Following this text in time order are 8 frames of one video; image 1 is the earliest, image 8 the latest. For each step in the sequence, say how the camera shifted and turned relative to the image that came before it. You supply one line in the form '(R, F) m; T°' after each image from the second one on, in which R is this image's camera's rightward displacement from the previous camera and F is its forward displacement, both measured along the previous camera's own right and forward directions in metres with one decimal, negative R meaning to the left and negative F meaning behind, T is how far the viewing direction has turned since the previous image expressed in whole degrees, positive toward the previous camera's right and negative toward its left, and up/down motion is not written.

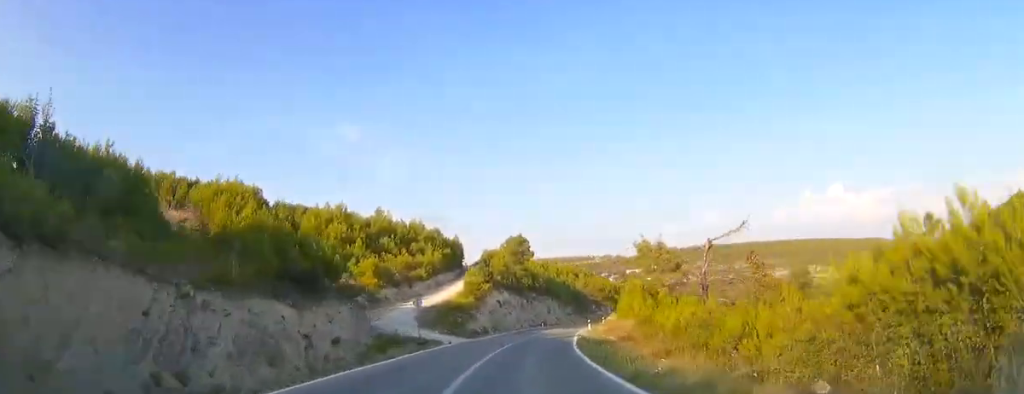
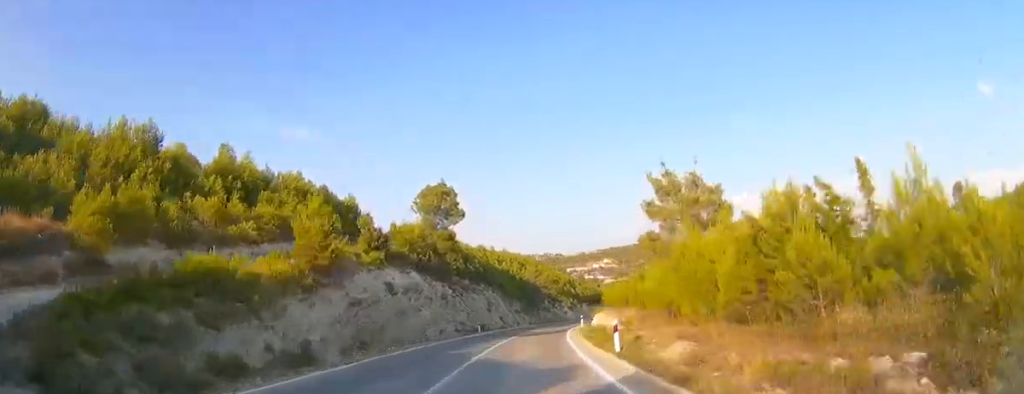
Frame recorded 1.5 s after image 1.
(+0.3, +30.9) m; +4°
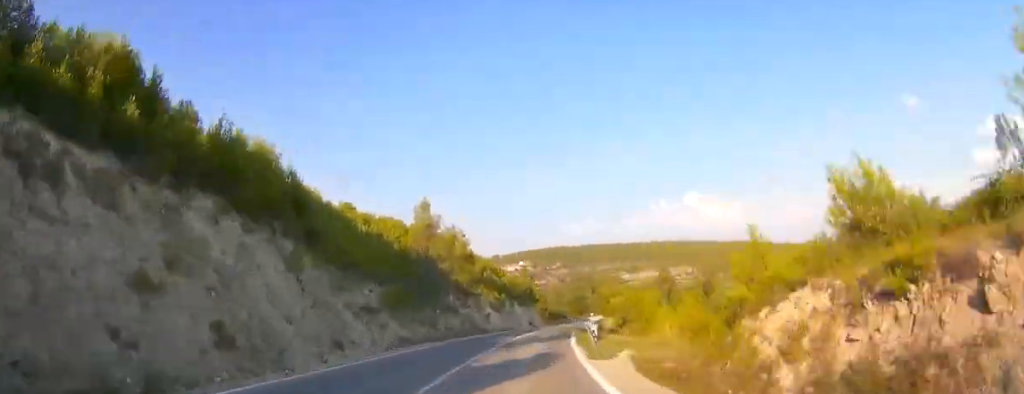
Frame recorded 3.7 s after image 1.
(+3.9, +46.8) m; +9°
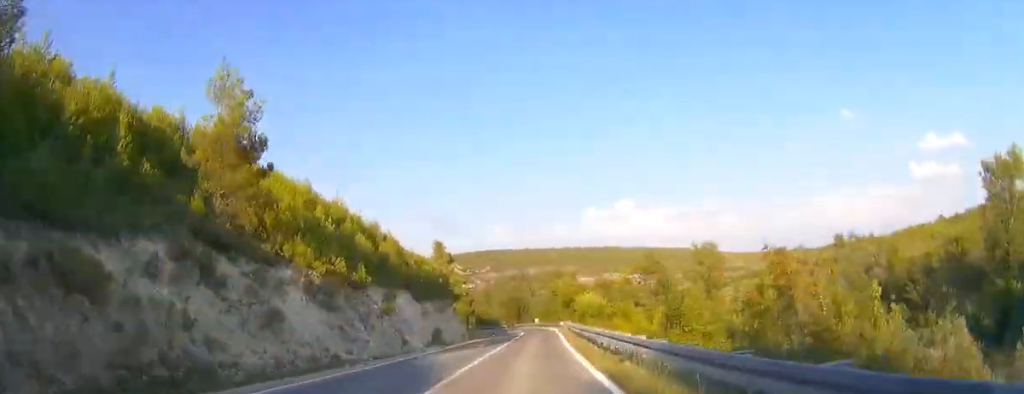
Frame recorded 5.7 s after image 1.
(+2.4, +38.5) m; +7°
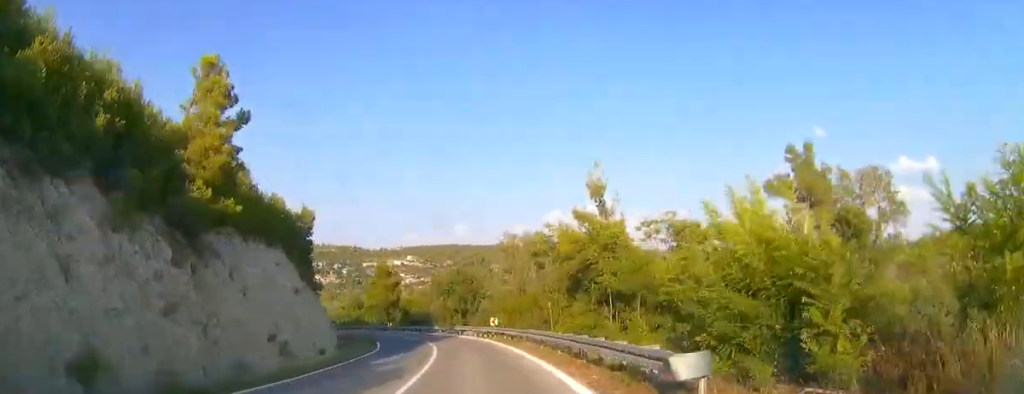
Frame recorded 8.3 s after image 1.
(+3.1, +50.4) m; +2°
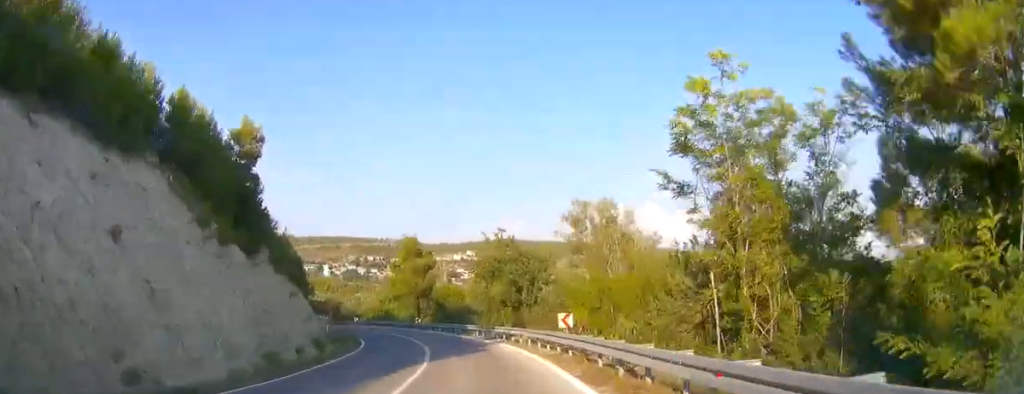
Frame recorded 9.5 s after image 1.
(0.0, +21.8) m; -3°
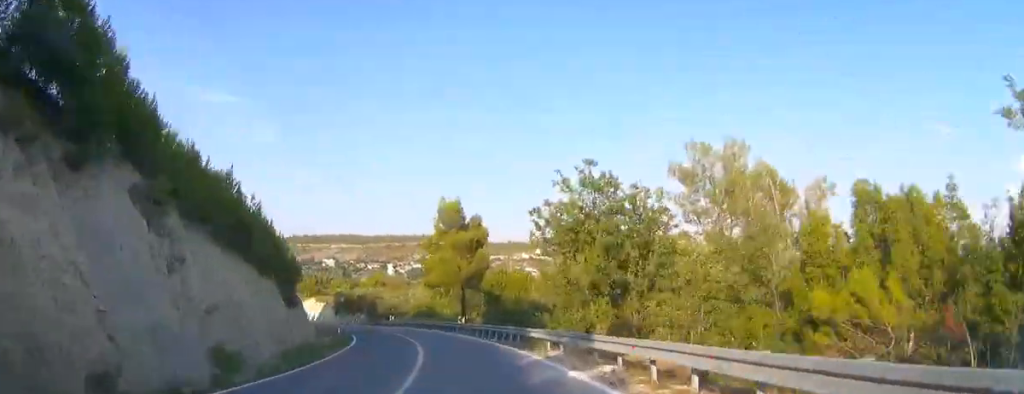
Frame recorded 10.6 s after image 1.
(-0.4, +19.0) m; -6°
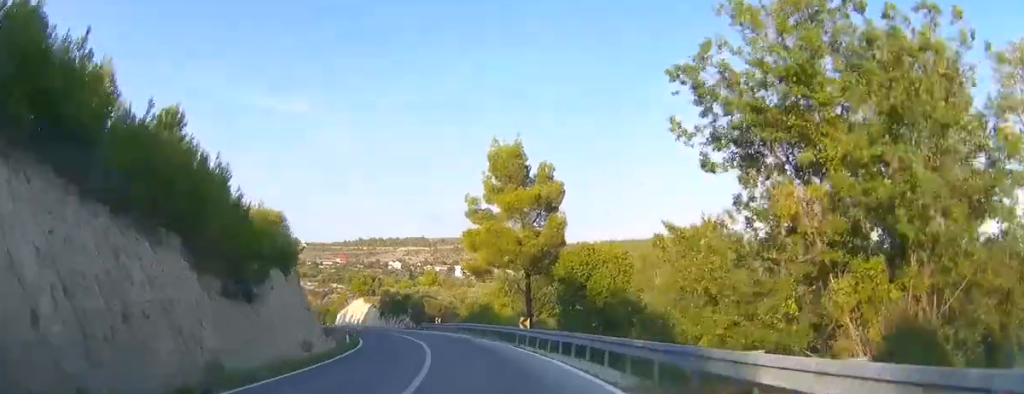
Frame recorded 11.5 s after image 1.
(-0.5, +15.3) m; -6°
